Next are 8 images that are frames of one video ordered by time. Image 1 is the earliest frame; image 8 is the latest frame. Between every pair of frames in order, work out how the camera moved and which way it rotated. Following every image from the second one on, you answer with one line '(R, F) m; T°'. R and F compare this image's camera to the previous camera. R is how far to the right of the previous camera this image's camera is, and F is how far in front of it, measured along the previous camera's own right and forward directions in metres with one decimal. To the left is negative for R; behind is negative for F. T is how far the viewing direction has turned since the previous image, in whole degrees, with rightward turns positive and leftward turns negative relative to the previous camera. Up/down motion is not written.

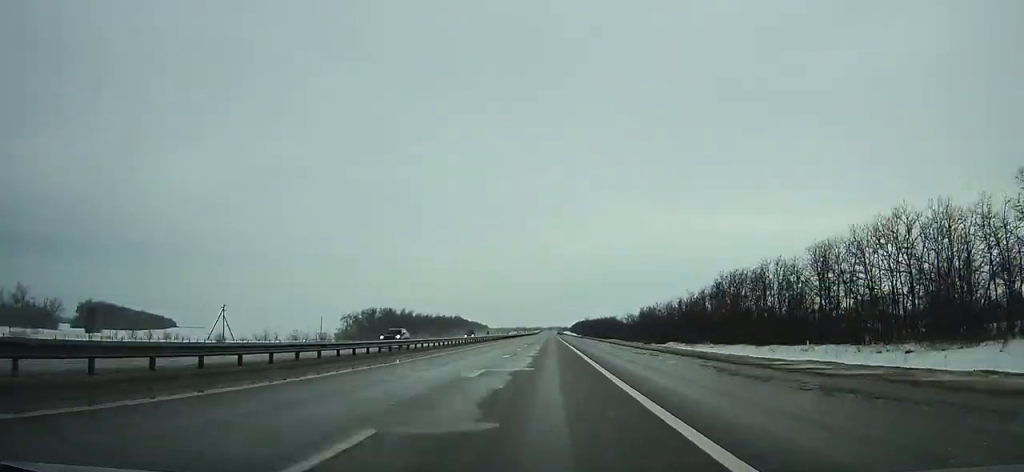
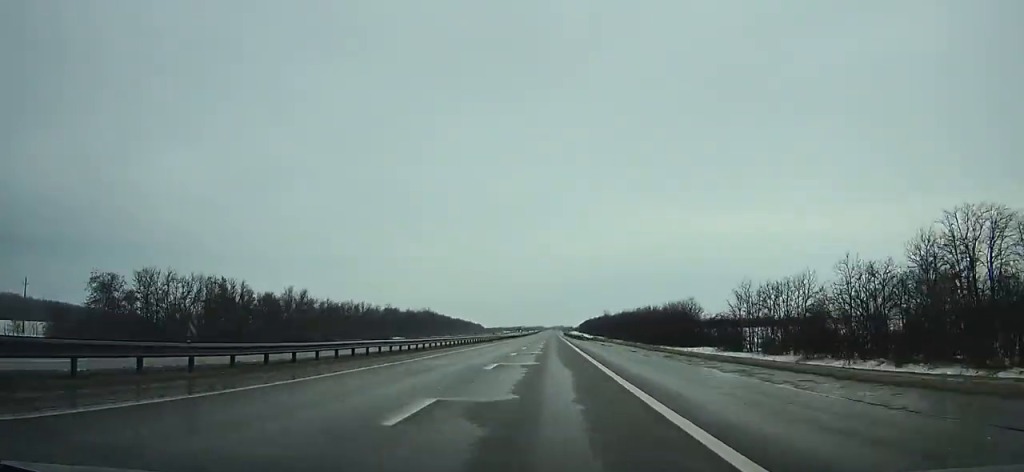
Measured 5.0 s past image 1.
(-0.7, +140.3) m; -1°
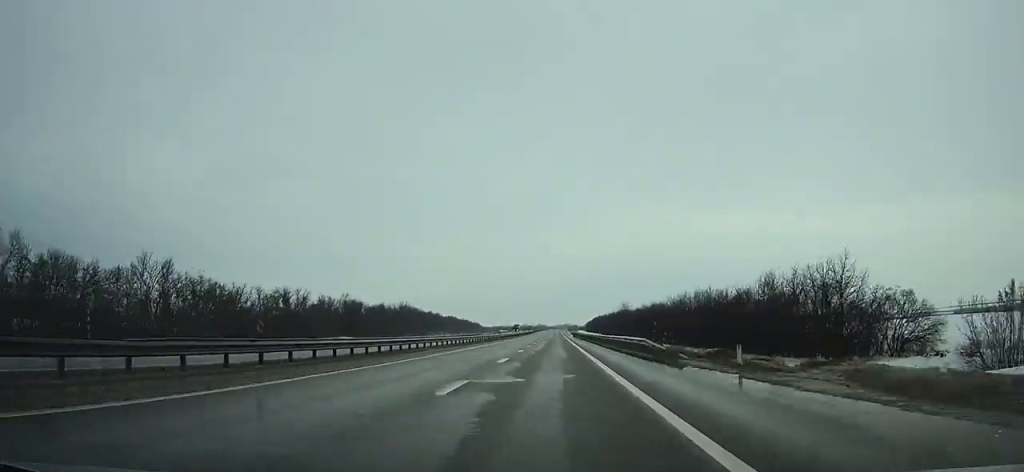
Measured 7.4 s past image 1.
(0.0, +68.2) m; 0°
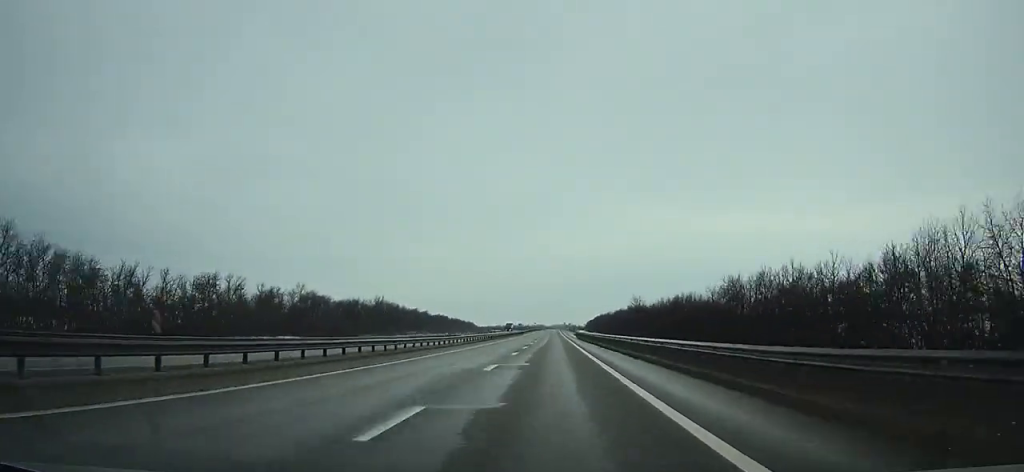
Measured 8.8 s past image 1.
(-0.2, +39.9) m; 0°
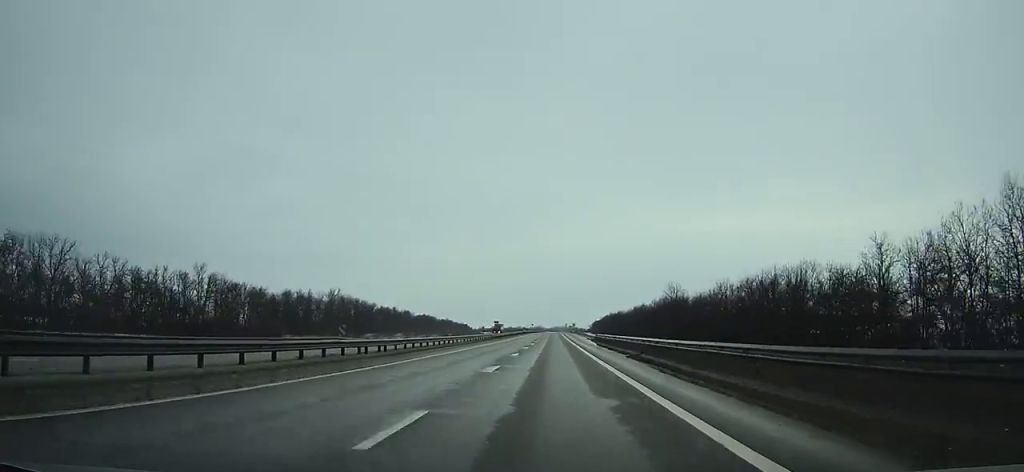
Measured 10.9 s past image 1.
(+0.1, +60.2) m; 0°
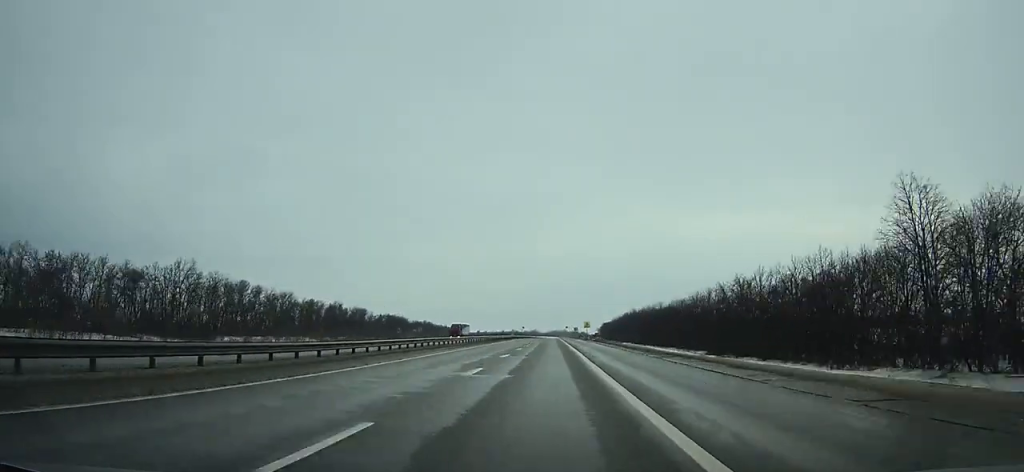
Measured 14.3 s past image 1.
(+0.3, +97.9) m; 0°
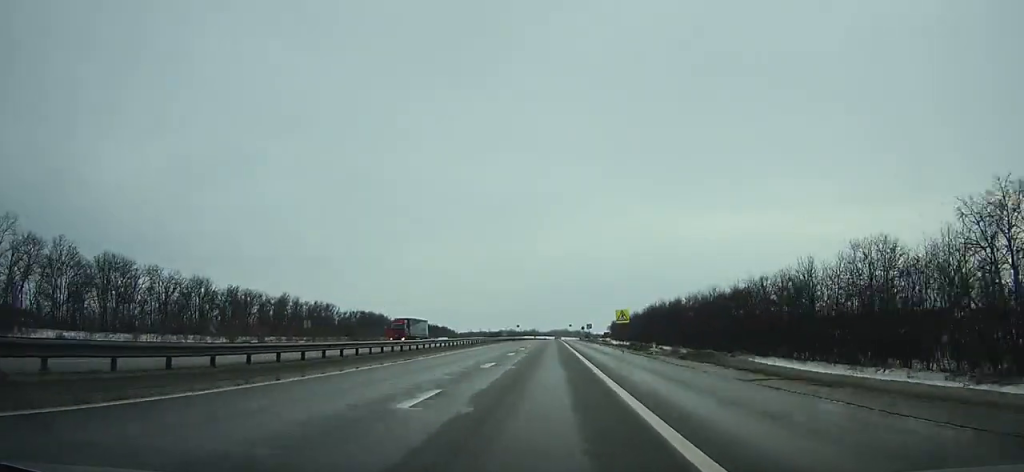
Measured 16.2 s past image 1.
(0.0, +54.9) m; 0°
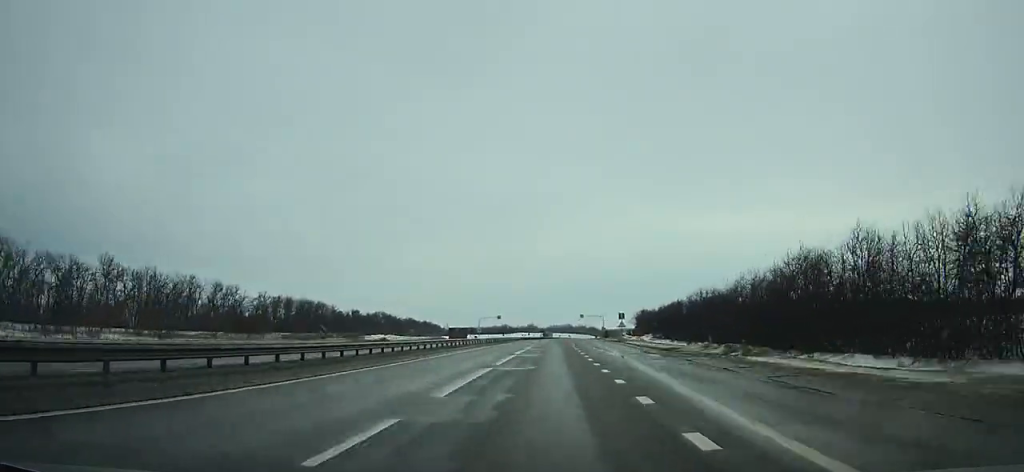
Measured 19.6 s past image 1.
(+0.2, +98.4) m; +1°
